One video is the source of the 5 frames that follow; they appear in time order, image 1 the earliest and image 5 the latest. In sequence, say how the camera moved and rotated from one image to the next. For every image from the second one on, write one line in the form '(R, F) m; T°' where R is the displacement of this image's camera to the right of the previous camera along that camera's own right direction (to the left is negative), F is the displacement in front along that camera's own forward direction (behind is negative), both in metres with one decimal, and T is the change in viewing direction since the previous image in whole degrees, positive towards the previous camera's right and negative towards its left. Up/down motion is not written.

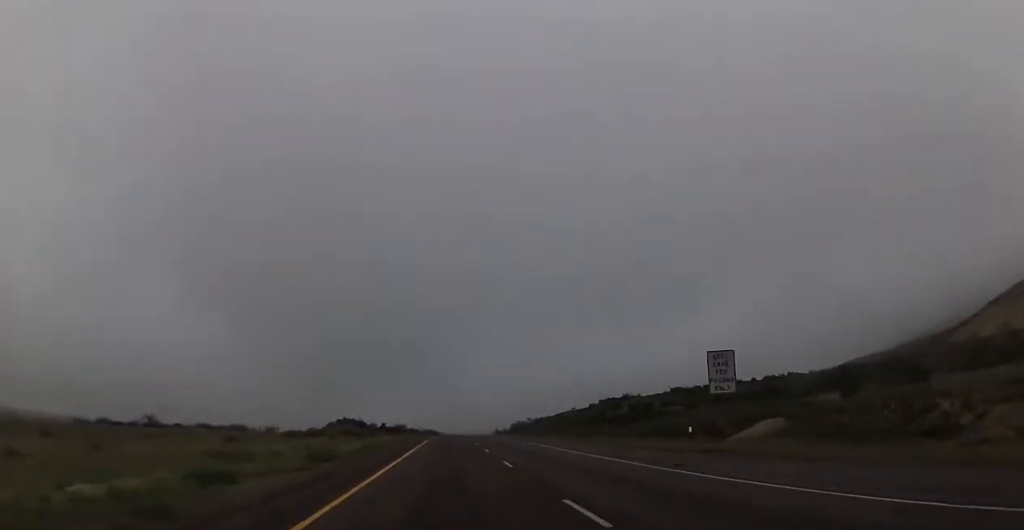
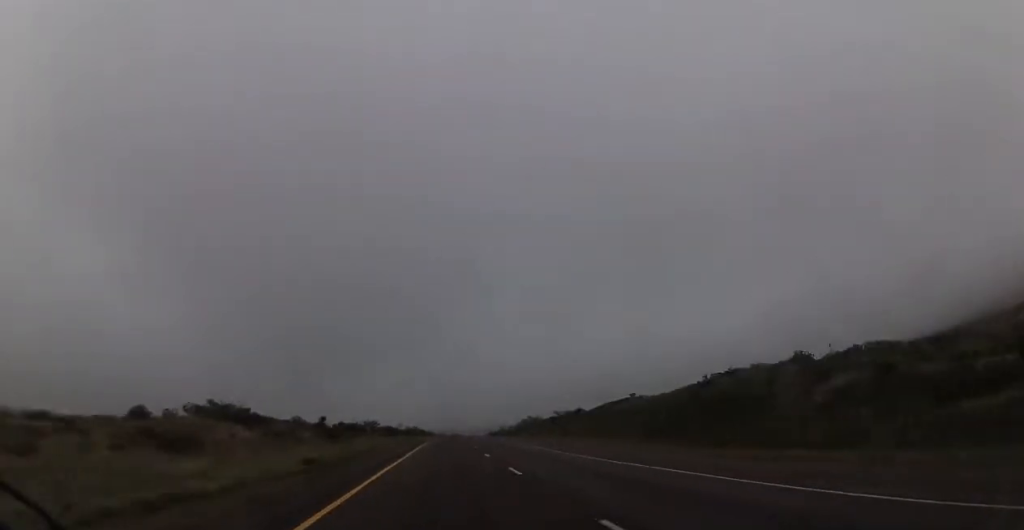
(+0.7, +63.3) m; +1°
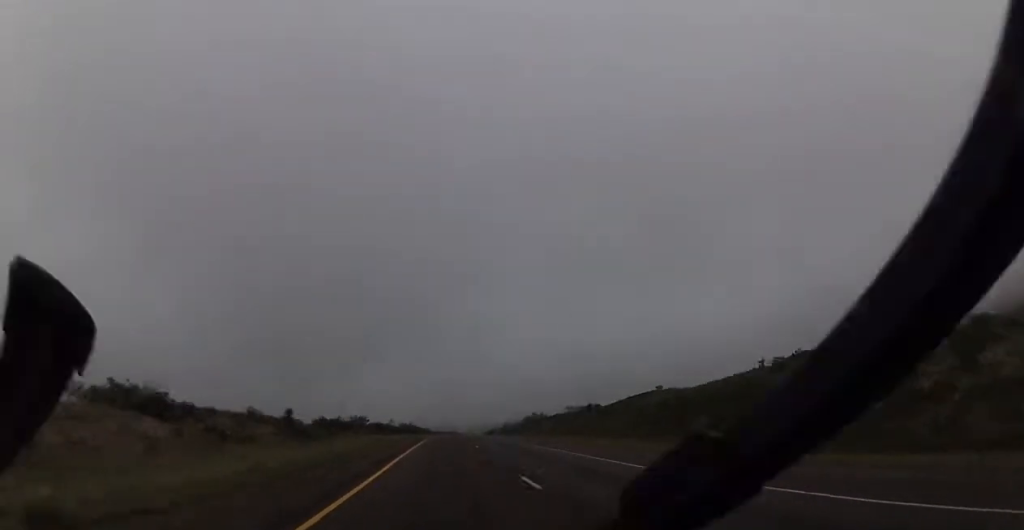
(+0.2, +15.9) m; 0°
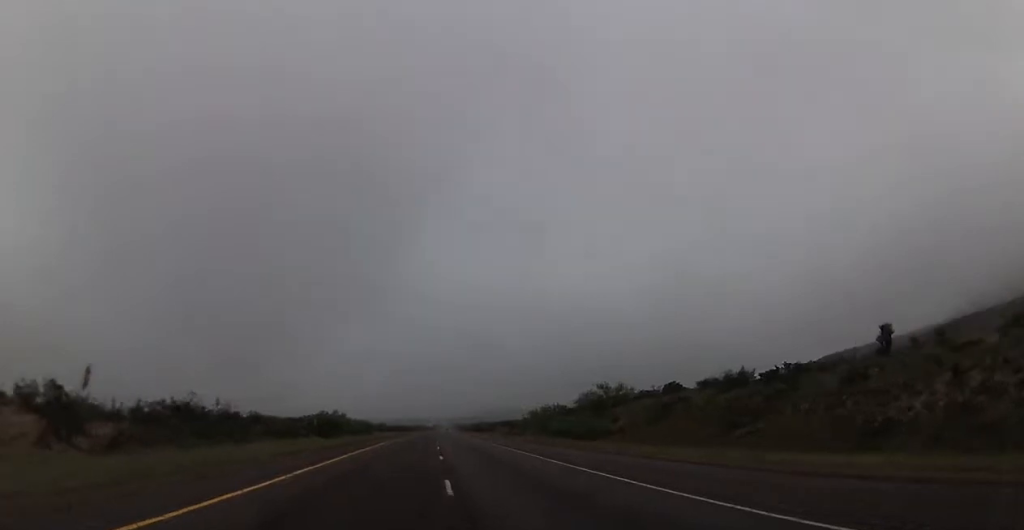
(+2.4, +110.6) m; +3°
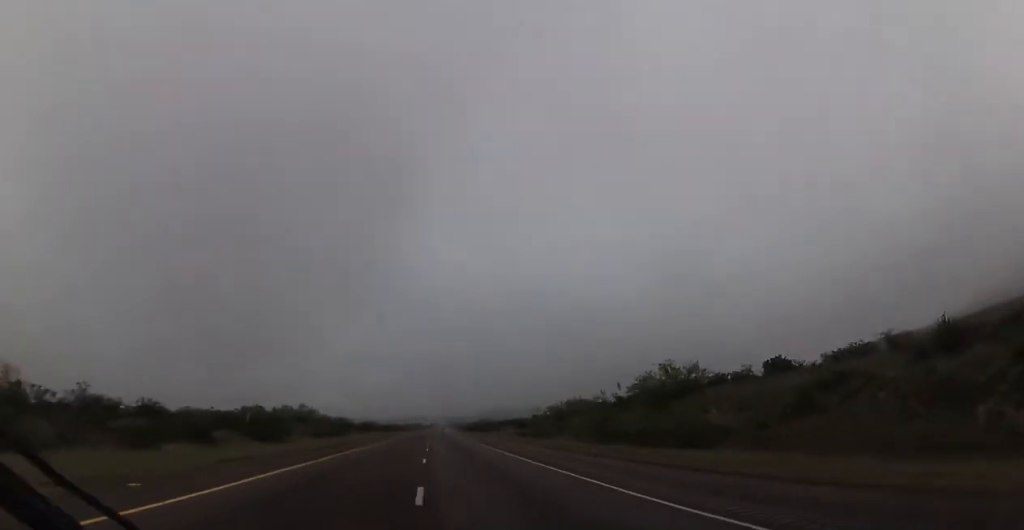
(+0.1, +25.7) m; -1°
